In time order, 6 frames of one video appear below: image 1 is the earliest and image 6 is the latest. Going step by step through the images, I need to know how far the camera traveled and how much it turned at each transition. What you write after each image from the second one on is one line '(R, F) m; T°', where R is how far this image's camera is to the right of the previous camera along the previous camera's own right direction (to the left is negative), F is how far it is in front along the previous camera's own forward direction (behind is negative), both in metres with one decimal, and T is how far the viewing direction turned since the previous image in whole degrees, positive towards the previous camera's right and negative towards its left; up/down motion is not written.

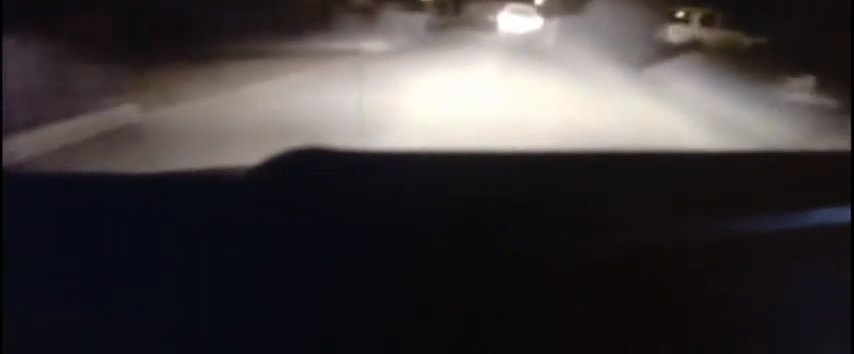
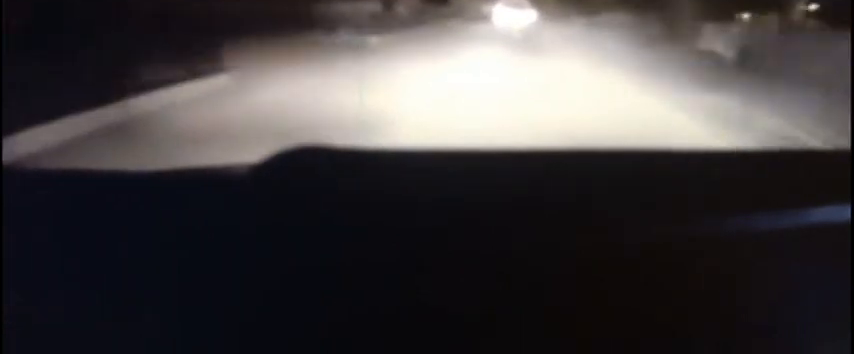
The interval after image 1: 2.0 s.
(+0.2, +37.0) m; 0°
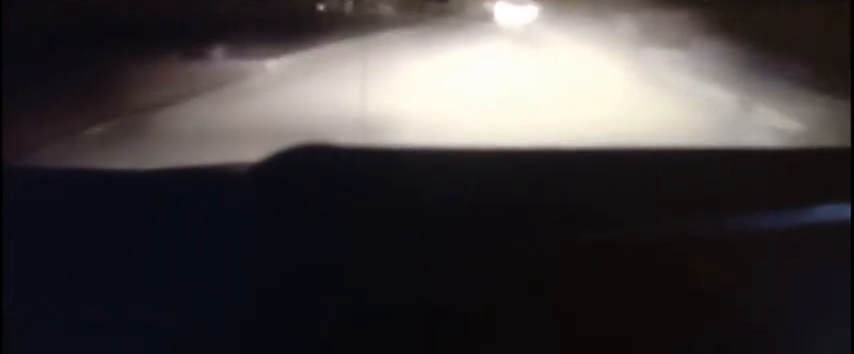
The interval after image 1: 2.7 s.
(0.0, +11.5) m; 0°
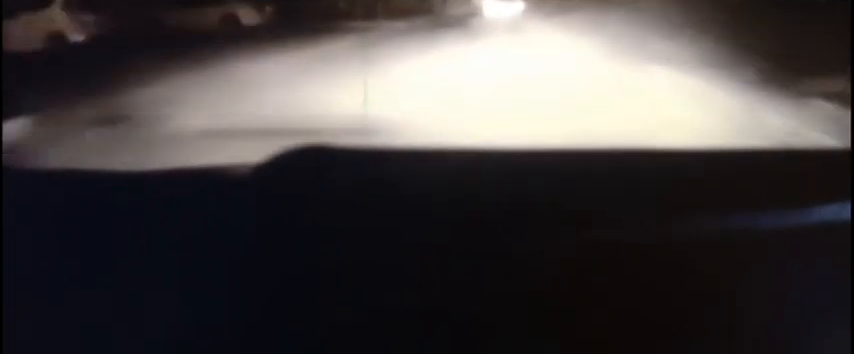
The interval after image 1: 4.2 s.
(0.0, +26.7) m; 0°
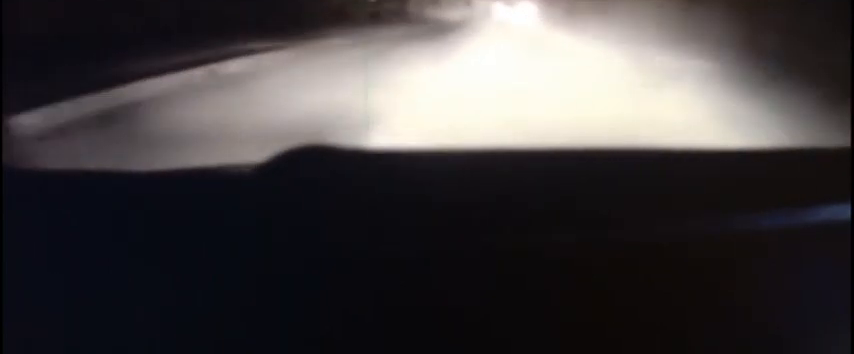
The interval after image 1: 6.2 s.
(0.0, +33.2) m; 0°
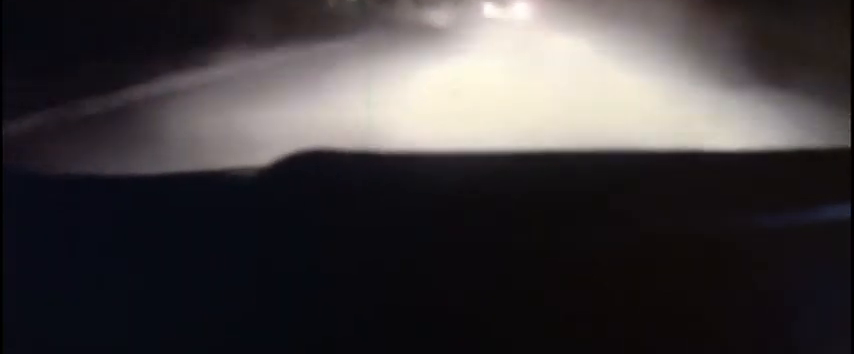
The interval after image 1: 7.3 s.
(0.0, +15.2) m; 0°
